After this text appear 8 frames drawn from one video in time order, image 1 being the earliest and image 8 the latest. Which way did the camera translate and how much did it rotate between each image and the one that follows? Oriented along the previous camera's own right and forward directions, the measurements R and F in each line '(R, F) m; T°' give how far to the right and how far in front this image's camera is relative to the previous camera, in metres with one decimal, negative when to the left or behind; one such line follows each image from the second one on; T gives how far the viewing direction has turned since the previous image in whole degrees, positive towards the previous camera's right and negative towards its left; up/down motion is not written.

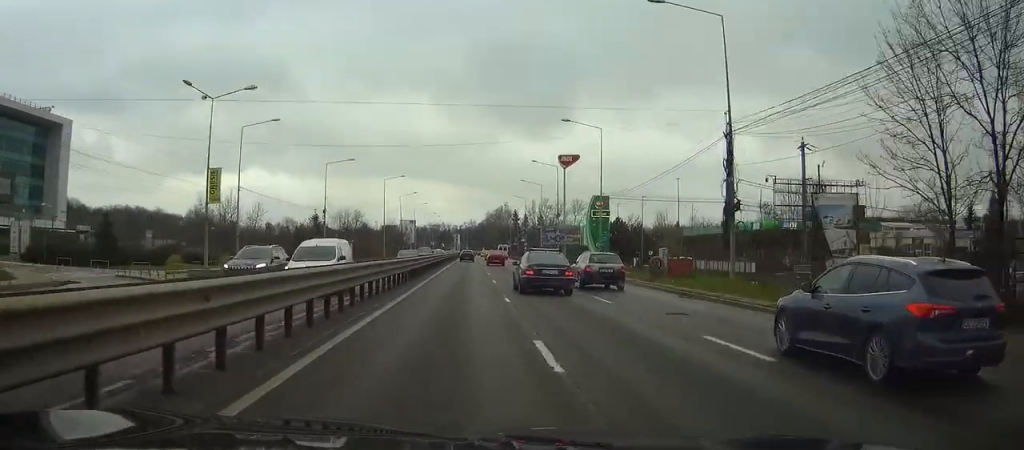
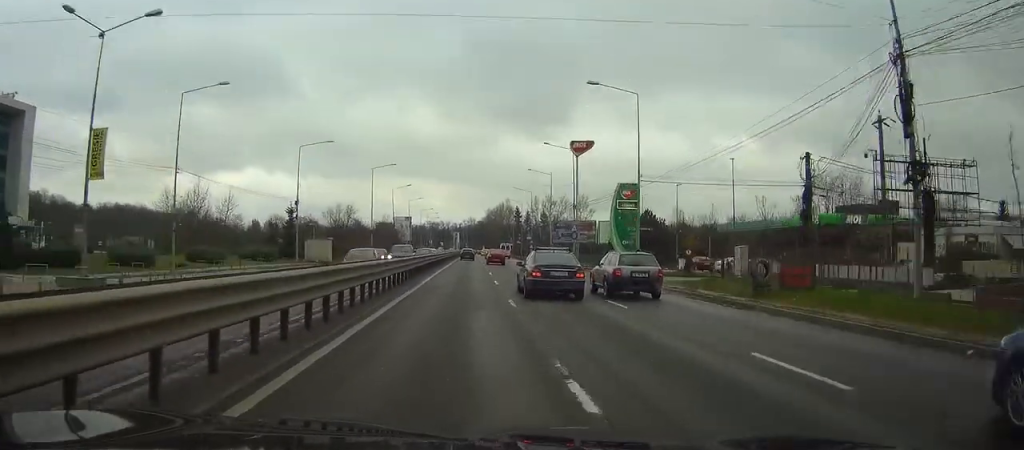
(0.0, +13.8) m; 0°
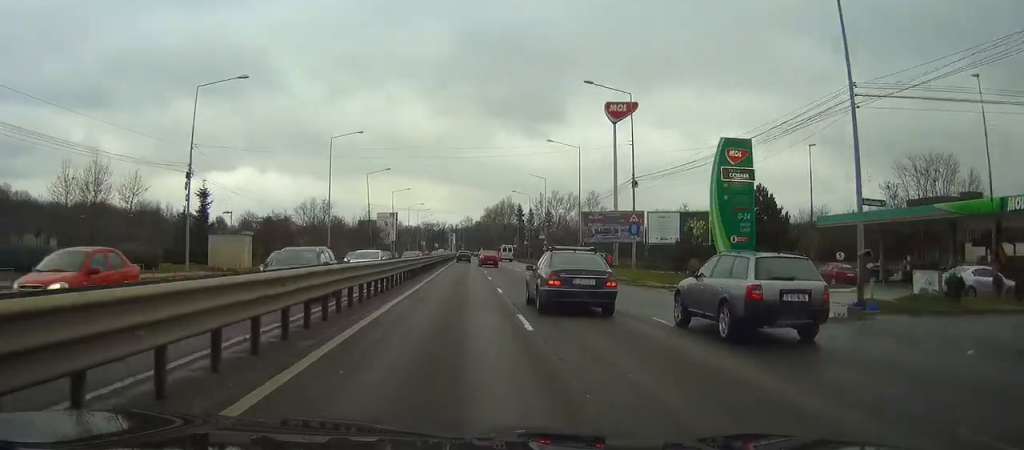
(+0.1, +28.5) m; 0°
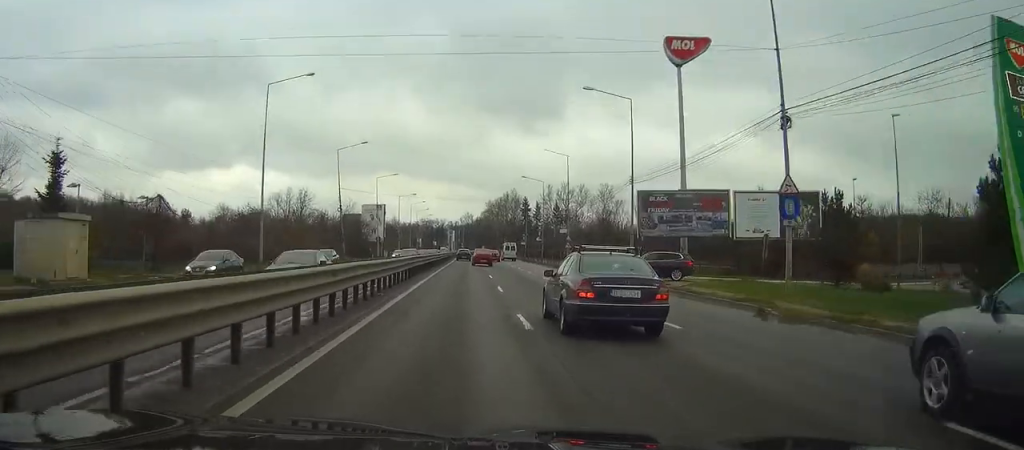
(-0.1, +23.4) m; 0°
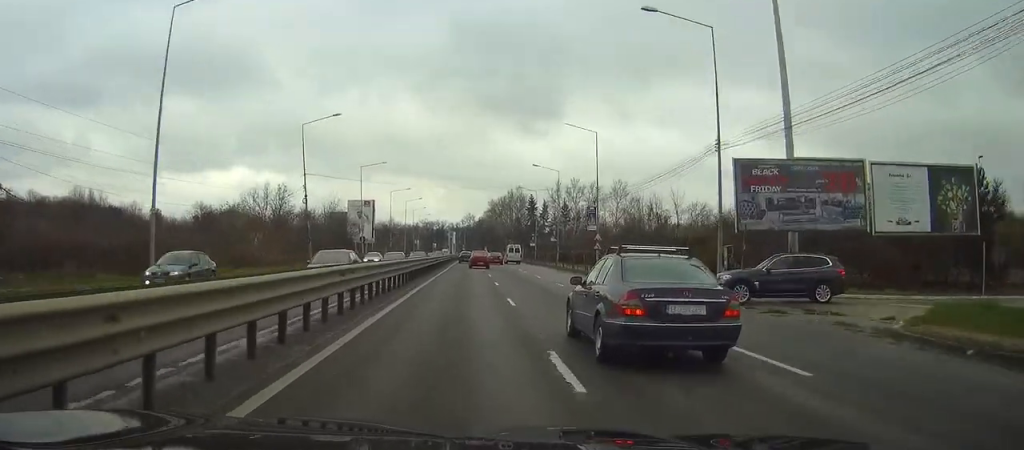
(0.0, +17.4) m; 0°
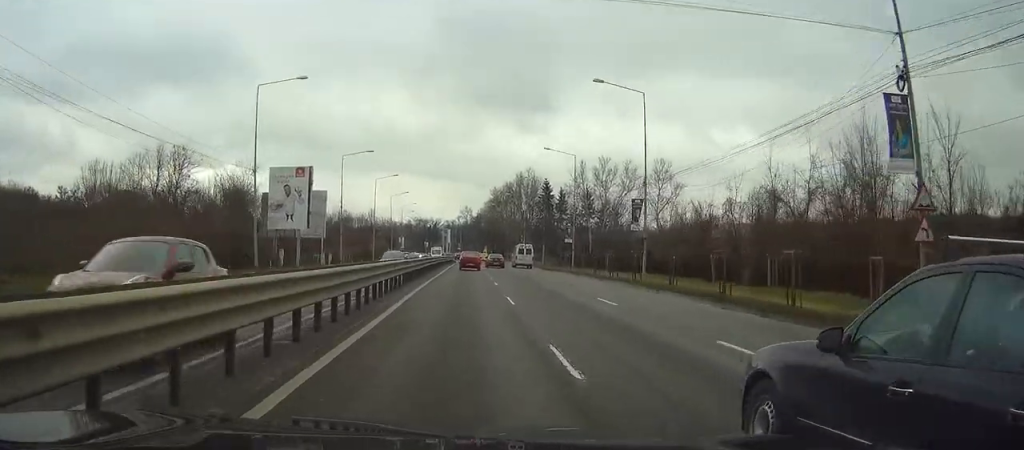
(0.0, +46.2) m; 0°
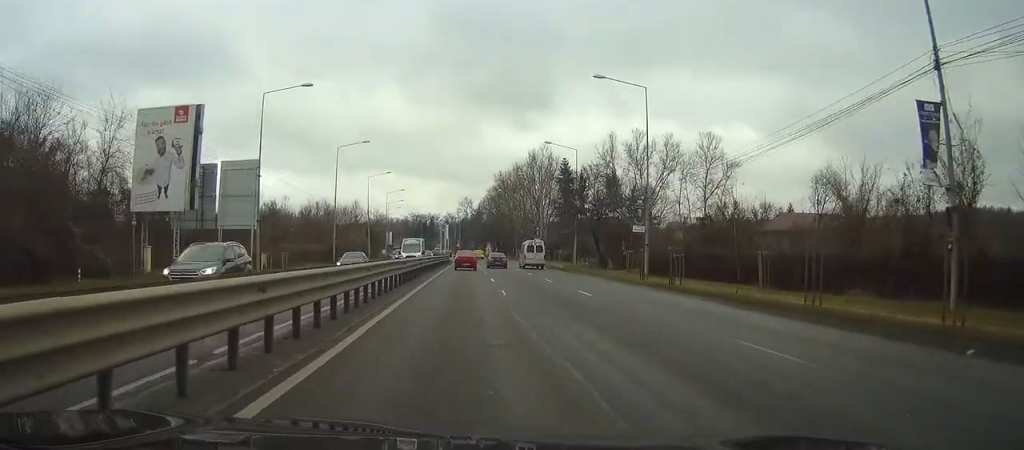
(+0.1, +31.3) m; 0°
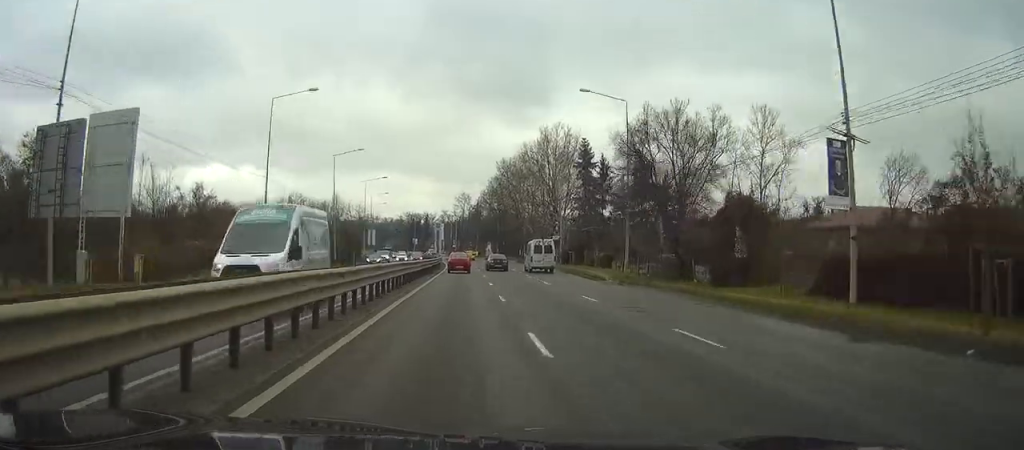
(0.0, +25.1) m; 0°
